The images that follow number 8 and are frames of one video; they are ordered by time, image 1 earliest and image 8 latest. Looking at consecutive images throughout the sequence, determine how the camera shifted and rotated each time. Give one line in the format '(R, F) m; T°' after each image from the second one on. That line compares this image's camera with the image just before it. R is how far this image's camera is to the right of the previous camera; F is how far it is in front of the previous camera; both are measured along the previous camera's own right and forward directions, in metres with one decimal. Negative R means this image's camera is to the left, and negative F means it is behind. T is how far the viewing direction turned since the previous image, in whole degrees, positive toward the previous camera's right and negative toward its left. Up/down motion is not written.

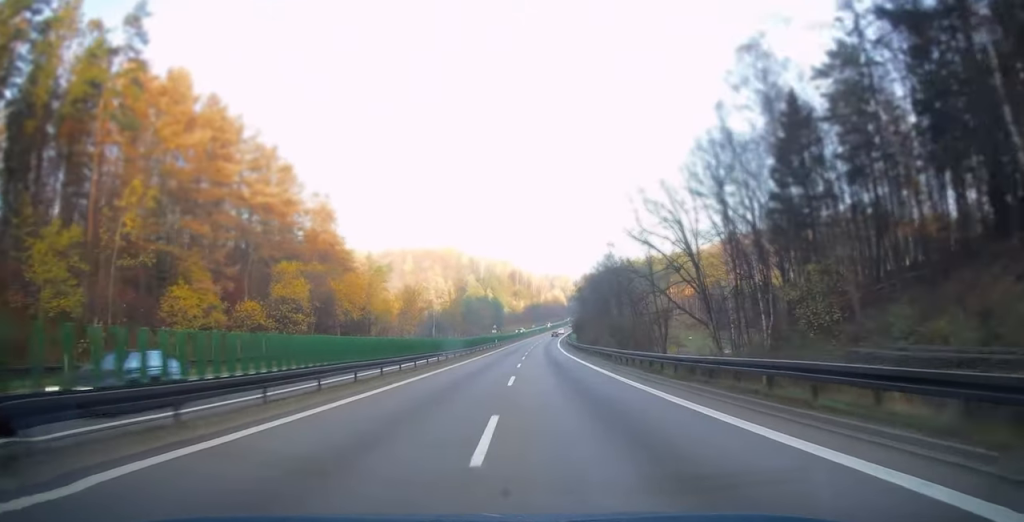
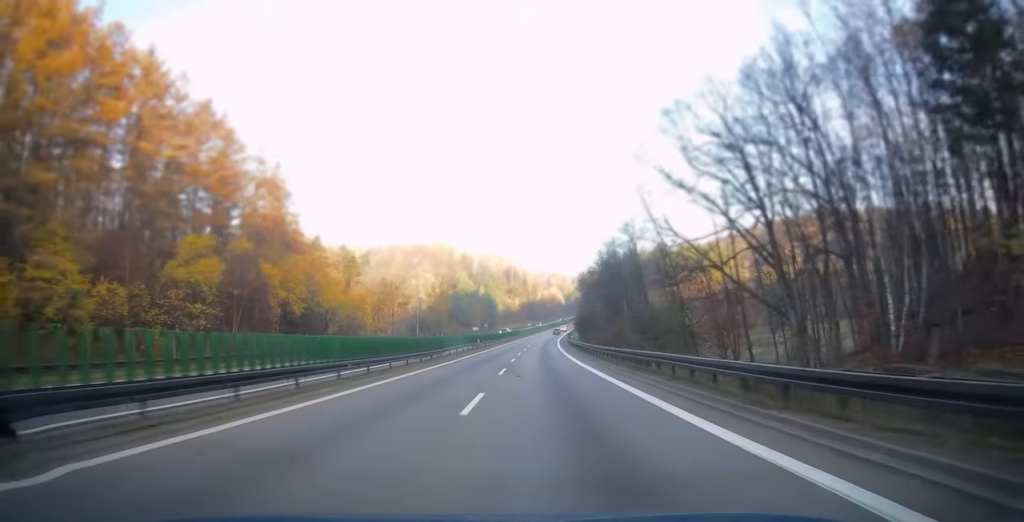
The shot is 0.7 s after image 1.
(+0.2, +20.2) m; 0°
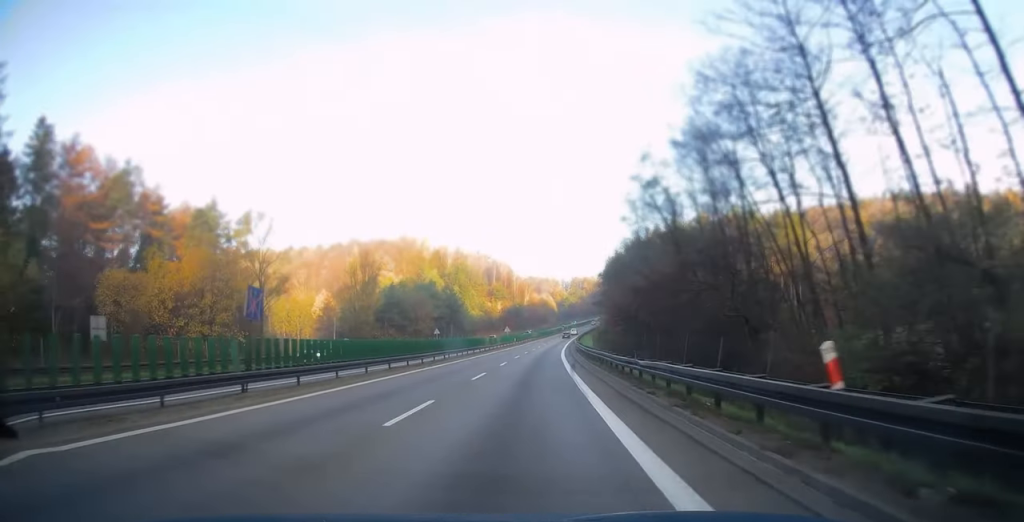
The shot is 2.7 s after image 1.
(+0.4, +61.8) m; +1°
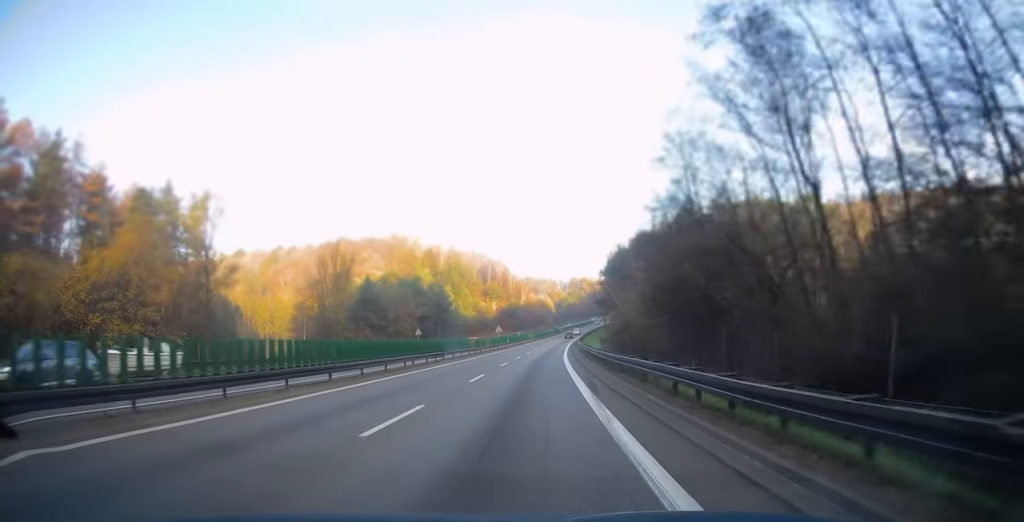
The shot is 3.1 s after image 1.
(0.0, +13.0) m; 0°
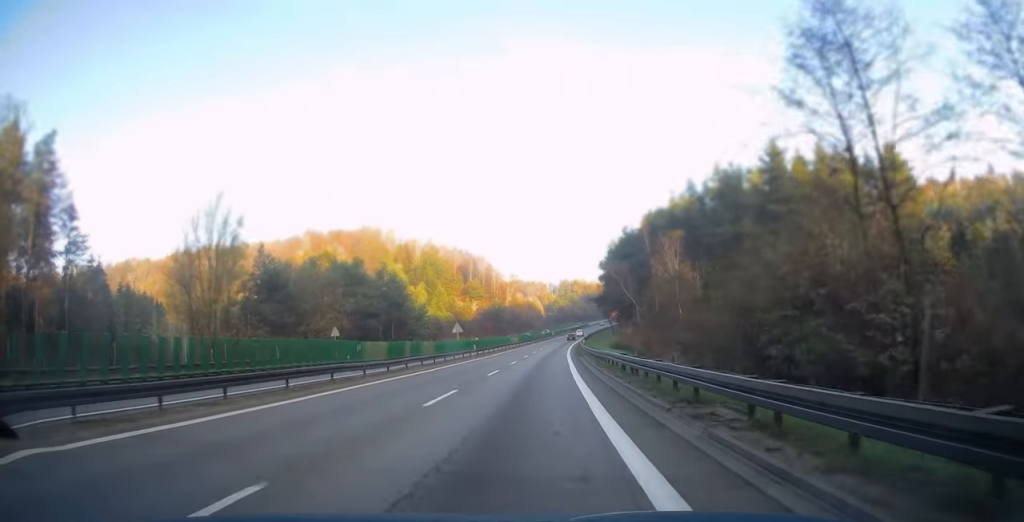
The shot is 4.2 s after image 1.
(+0.2, +32.0) m; +1°
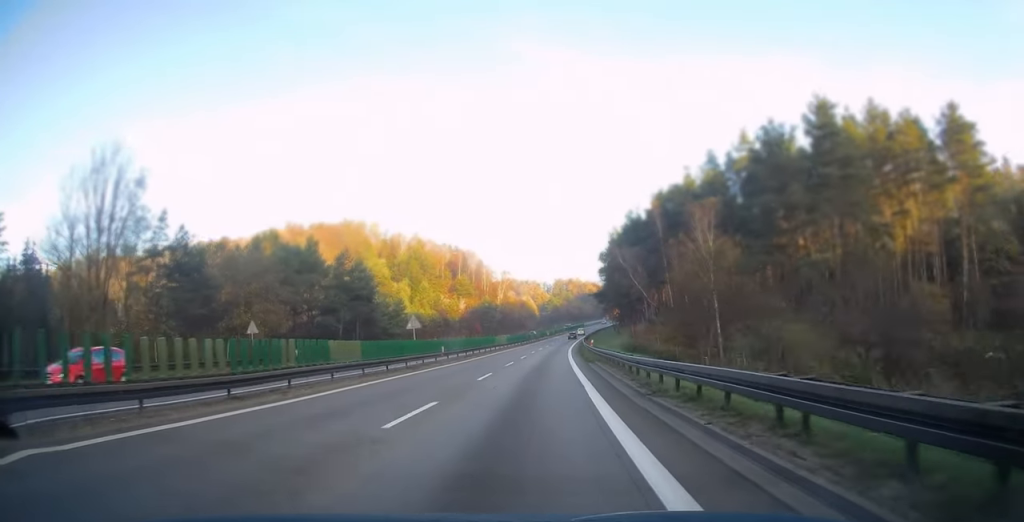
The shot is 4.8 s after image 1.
(0.0, +16.0) m; +1°
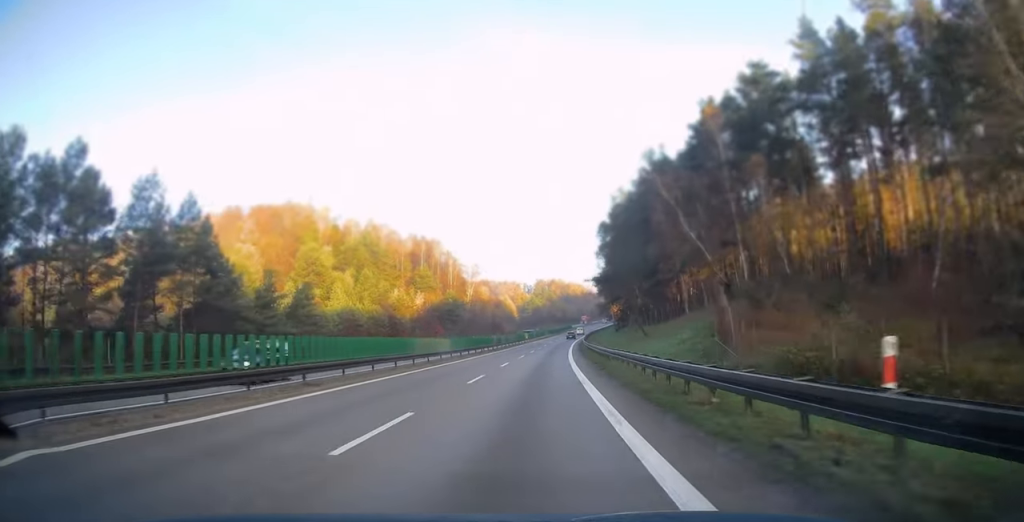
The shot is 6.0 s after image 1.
(+0.5, +38.8) m; +2°
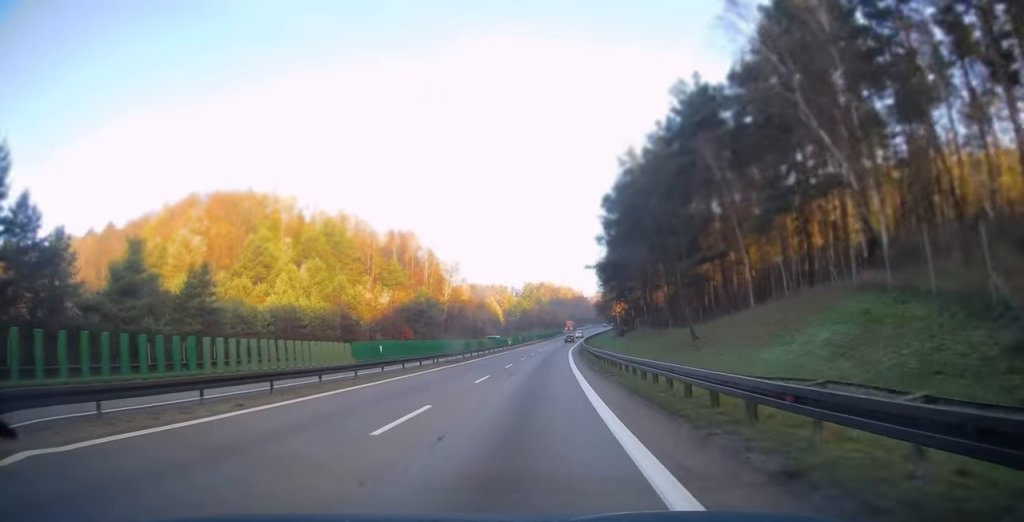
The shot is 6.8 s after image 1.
(+0.1, +22.3) m; +1°
